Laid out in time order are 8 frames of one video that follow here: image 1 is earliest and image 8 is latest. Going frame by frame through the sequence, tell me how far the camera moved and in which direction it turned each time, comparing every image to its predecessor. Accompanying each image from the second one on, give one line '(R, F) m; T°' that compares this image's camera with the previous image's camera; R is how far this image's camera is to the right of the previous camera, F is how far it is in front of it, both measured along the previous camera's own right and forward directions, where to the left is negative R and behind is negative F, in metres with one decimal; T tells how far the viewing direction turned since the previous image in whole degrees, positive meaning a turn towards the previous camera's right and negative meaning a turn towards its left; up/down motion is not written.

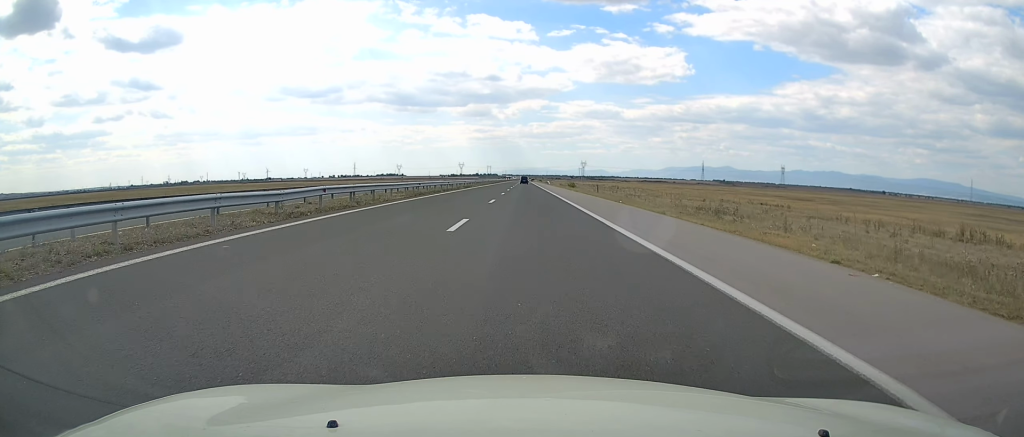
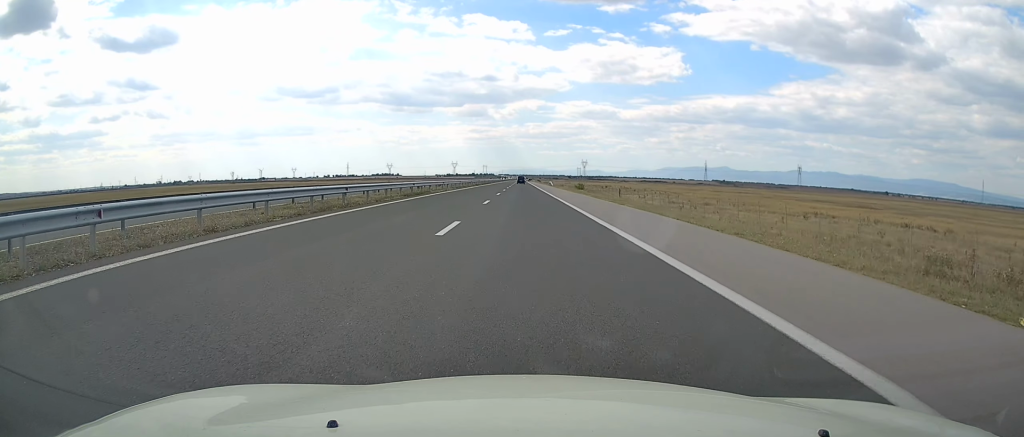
(+0.1, +32.8) m; 0°
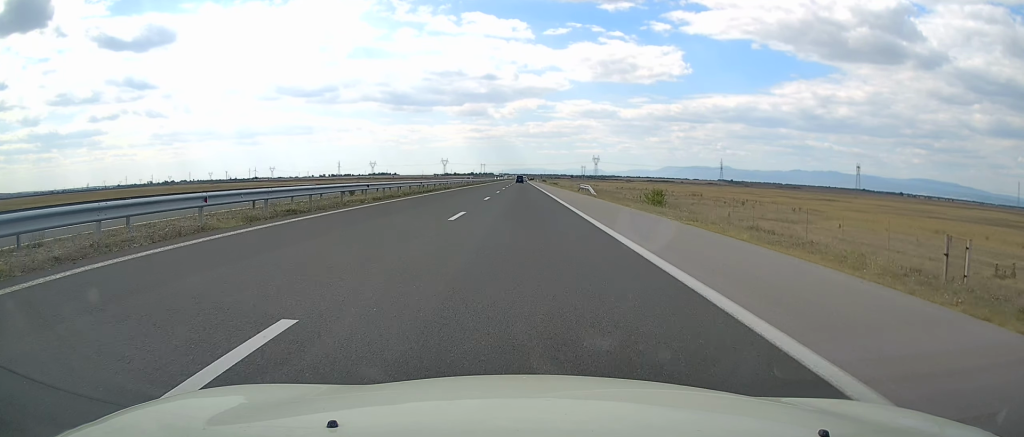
(+0.4, +75.1) m; +1°
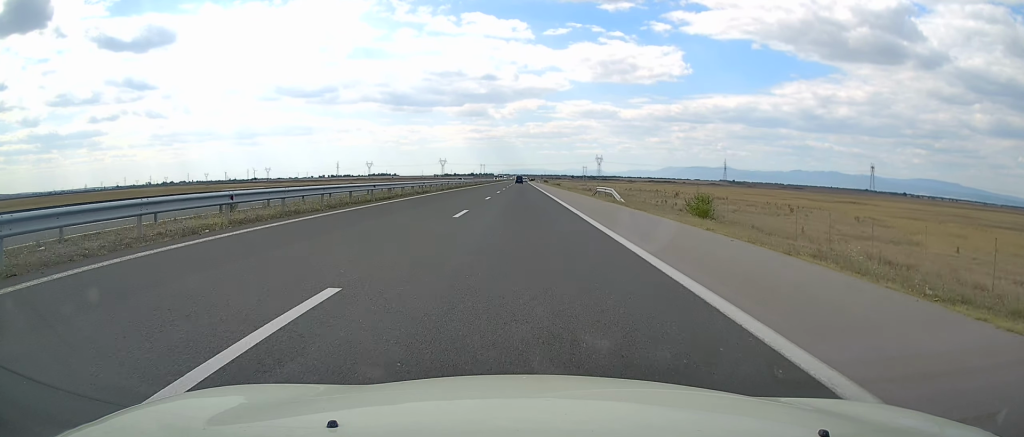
(0.0, +14.5) m; 0°
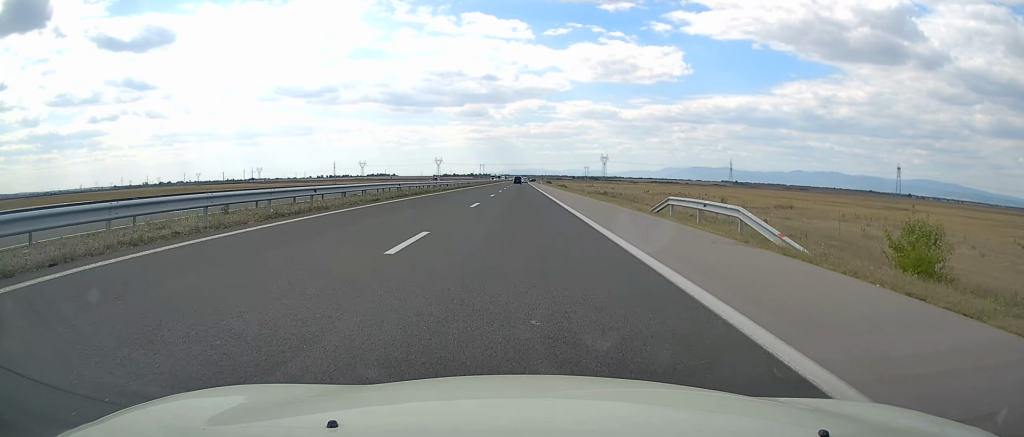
(0.0, +24.9) m; 0°
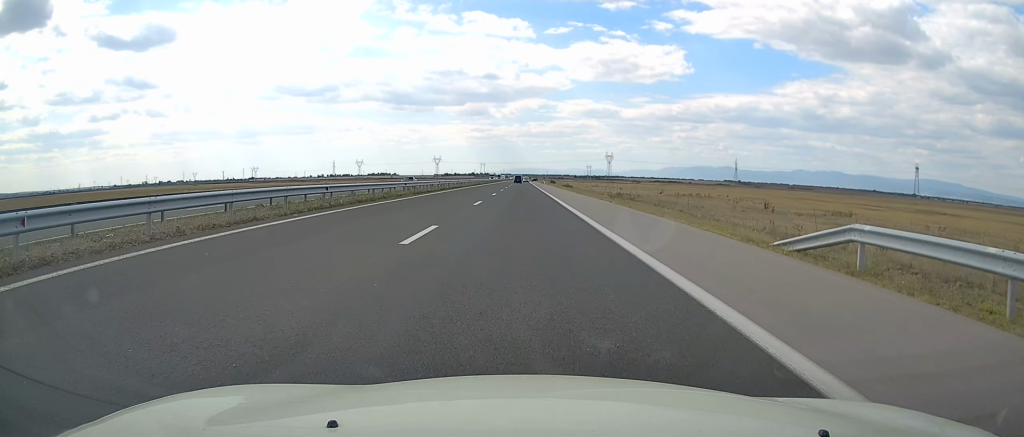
(0.0, +14.6) m; 0°
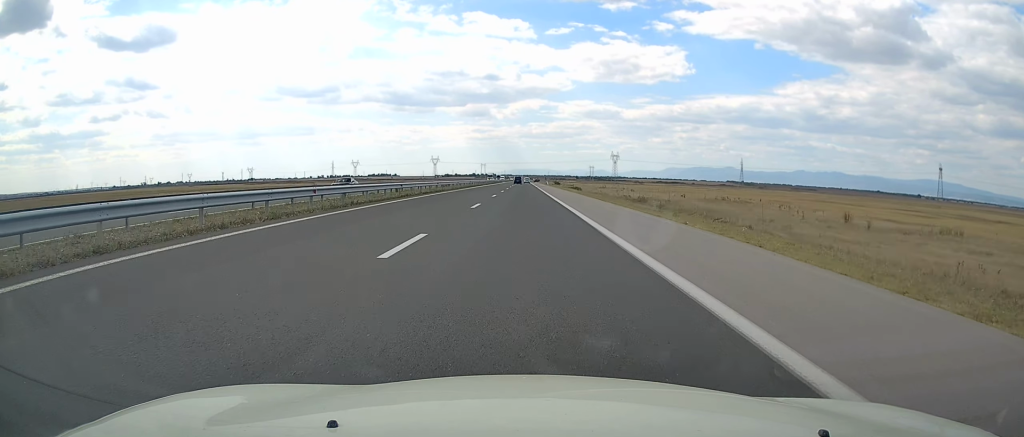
(0.0, +17.7) m; 0°
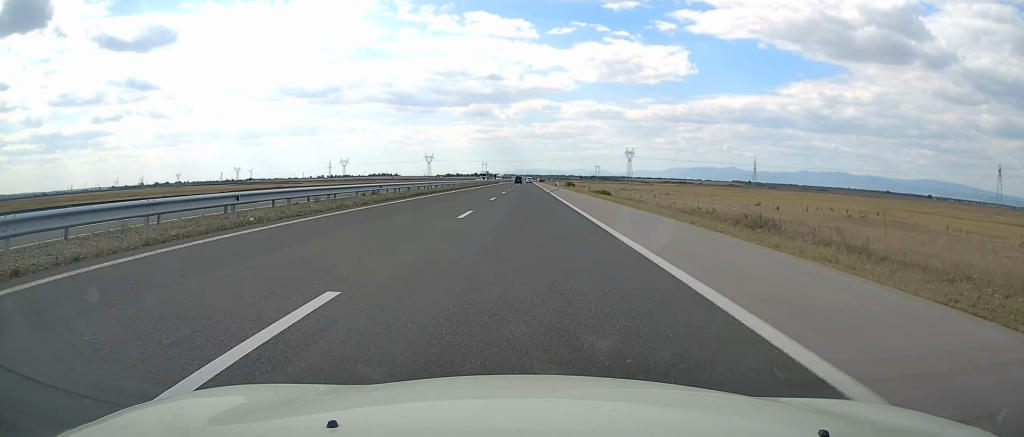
(-0.3, +38.5) m; -1°
